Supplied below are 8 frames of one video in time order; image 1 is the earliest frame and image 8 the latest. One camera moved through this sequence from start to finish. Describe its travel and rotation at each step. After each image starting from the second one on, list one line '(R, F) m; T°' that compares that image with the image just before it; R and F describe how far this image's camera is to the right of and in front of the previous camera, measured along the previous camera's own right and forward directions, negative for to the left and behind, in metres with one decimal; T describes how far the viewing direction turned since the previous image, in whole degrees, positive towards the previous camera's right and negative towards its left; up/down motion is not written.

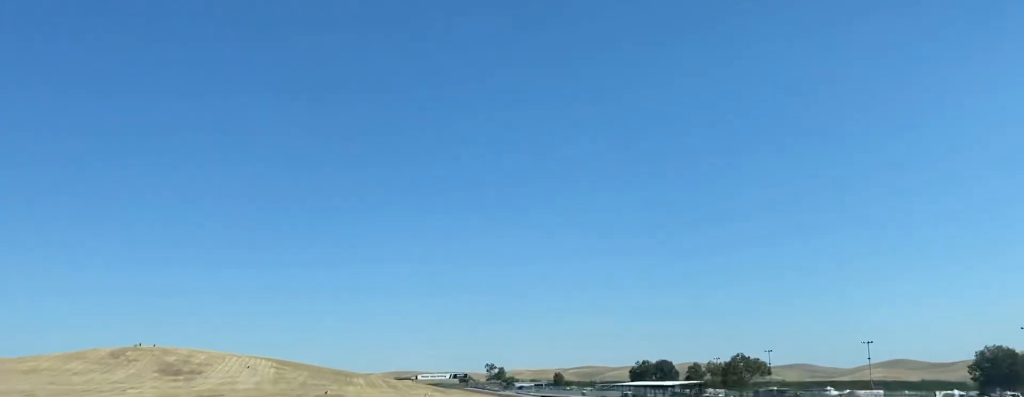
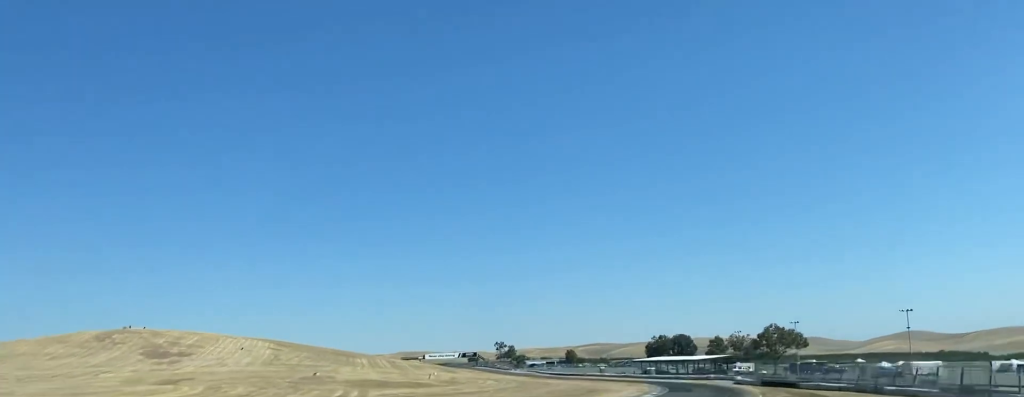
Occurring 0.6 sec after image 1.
(+0.7, +20.1) m; +10°
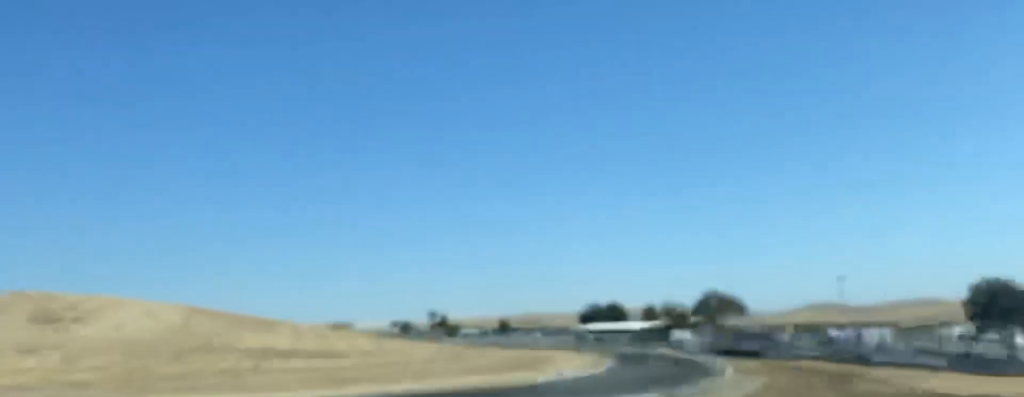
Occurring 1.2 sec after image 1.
(+4.0, +19.7) m; +4°
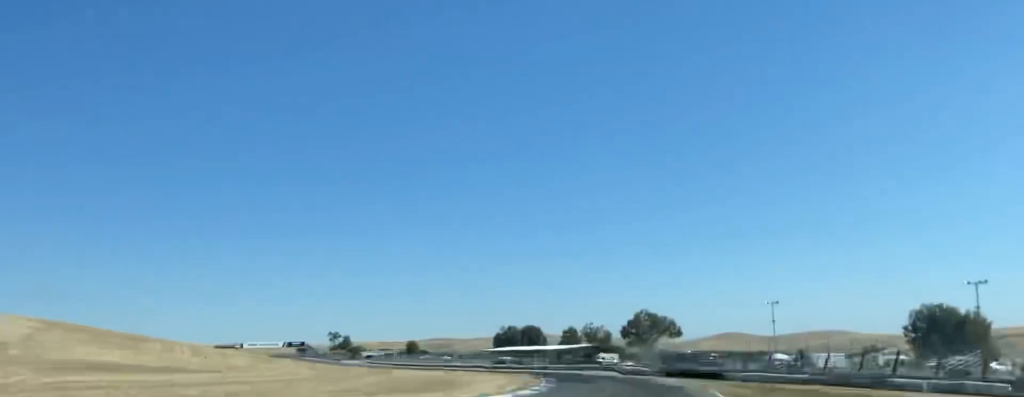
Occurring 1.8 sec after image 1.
(+0.6, +22.4) m; 0°
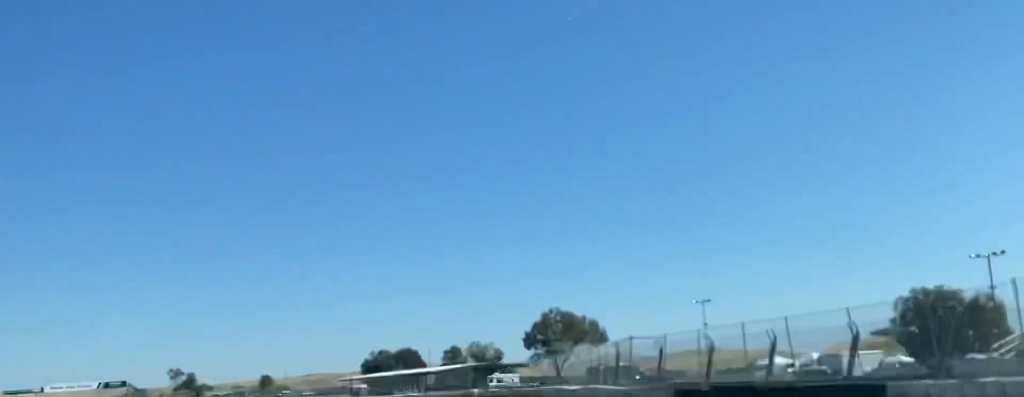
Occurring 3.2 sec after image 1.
(-3.6, +58.4) m; -11°
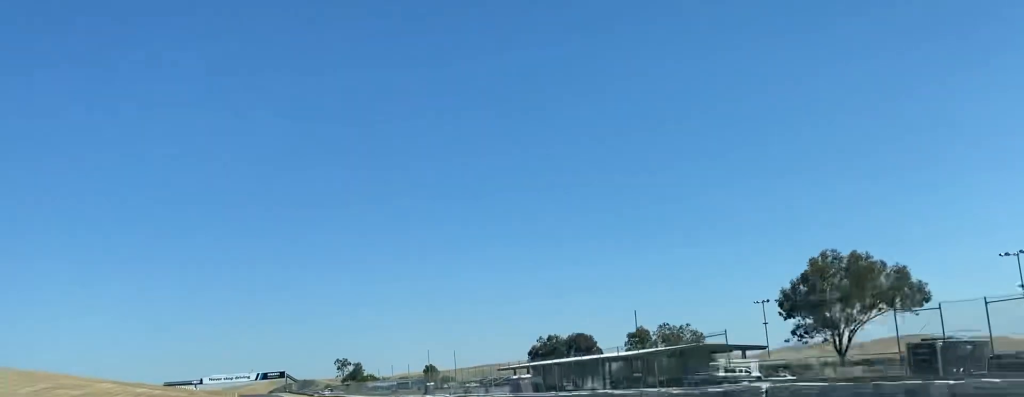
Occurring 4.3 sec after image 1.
(-6.2, +46.8) m; -13°
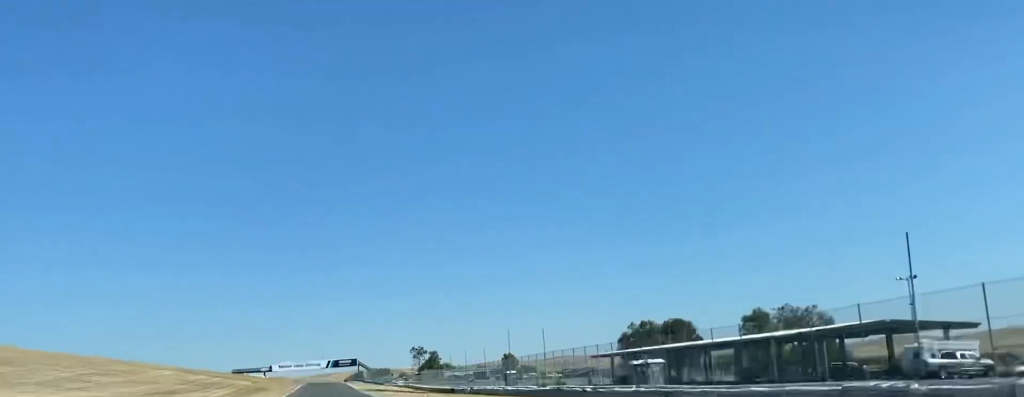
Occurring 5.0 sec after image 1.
(-1.8, +30.2) m; -3°
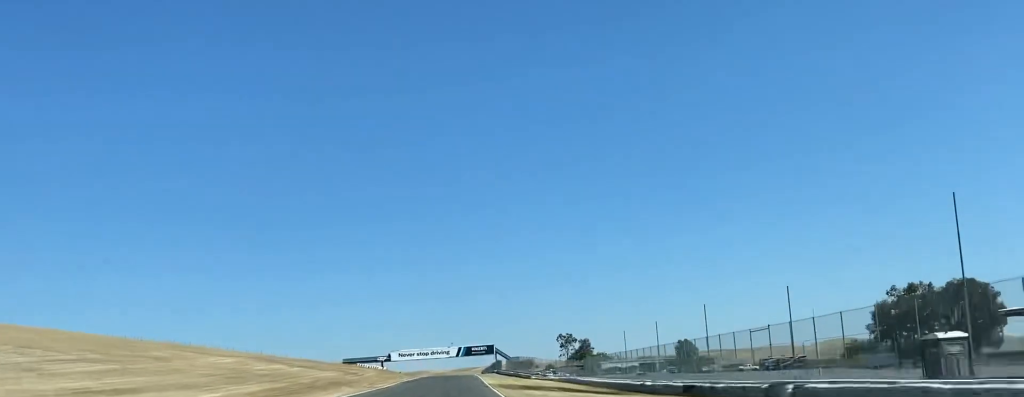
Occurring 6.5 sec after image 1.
(-1.2, +70.0) m; -1°
